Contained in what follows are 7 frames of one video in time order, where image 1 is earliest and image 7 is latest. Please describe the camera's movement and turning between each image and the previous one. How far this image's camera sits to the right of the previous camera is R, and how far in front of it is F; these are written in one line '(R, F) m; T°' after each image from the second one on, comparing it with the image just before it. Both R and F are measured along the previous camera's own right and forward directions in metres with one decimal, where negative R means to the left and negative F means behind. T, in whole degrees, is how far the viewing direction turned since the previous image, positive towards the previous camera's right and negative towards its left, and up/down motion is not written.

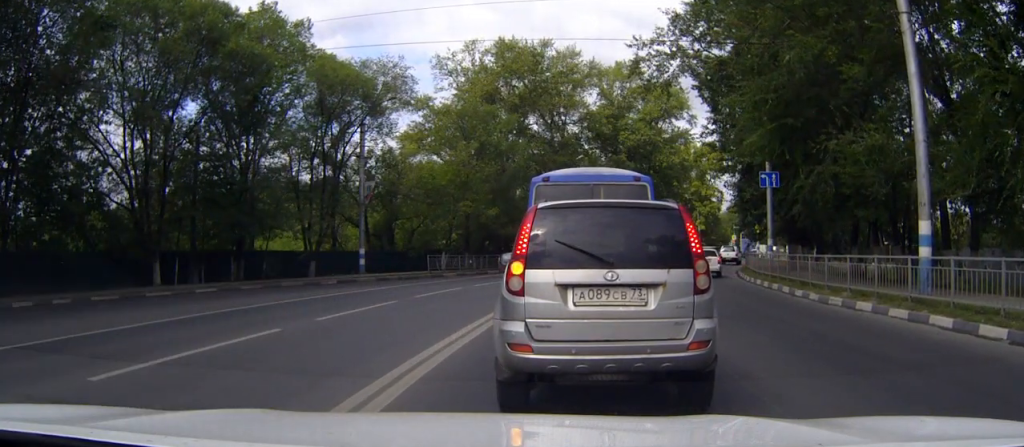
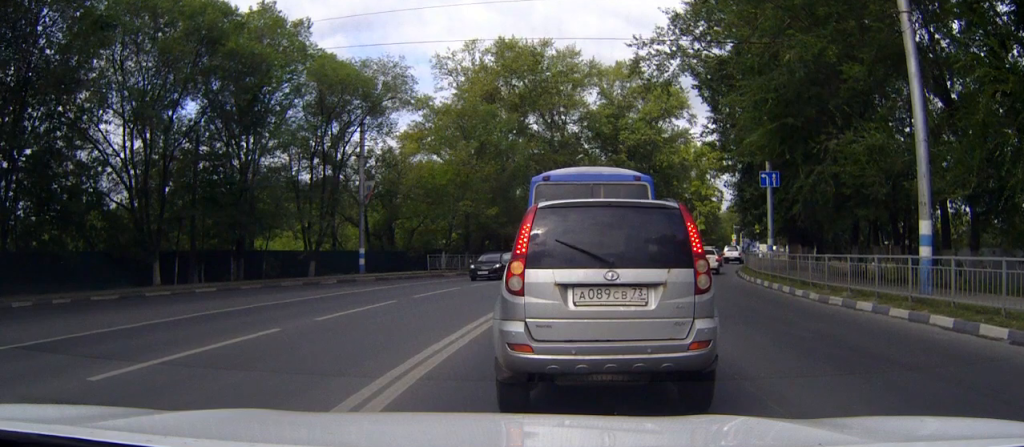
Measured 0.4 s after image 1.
(0.0, +0.1) m; 0°
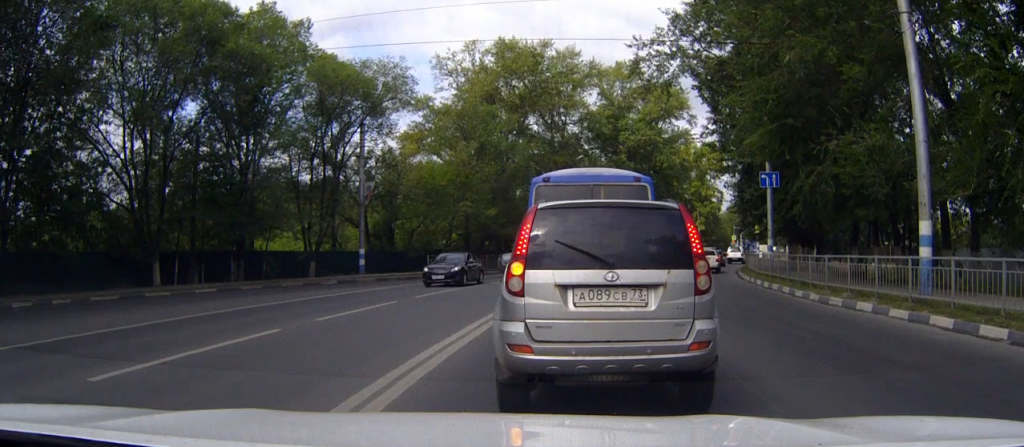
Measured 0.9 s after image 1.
(0.0, 0.0) m; 0°
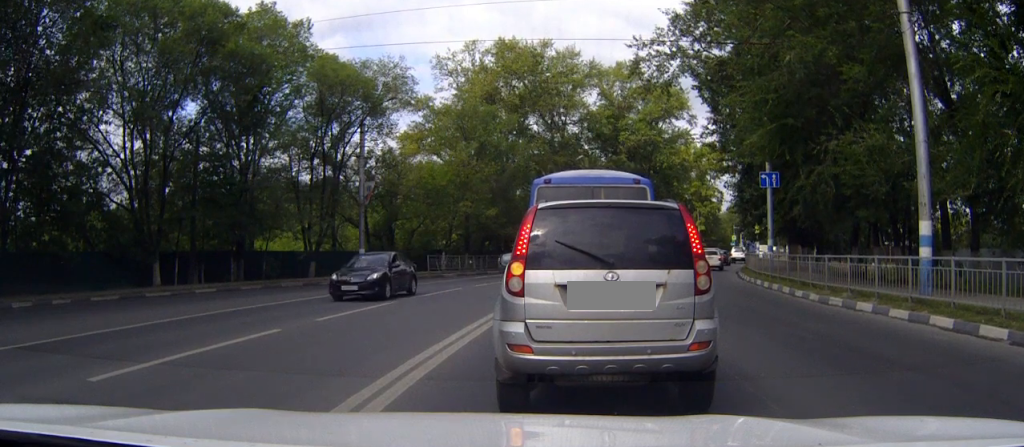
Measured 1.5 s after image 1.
(0.0, 0.0) m; 0°
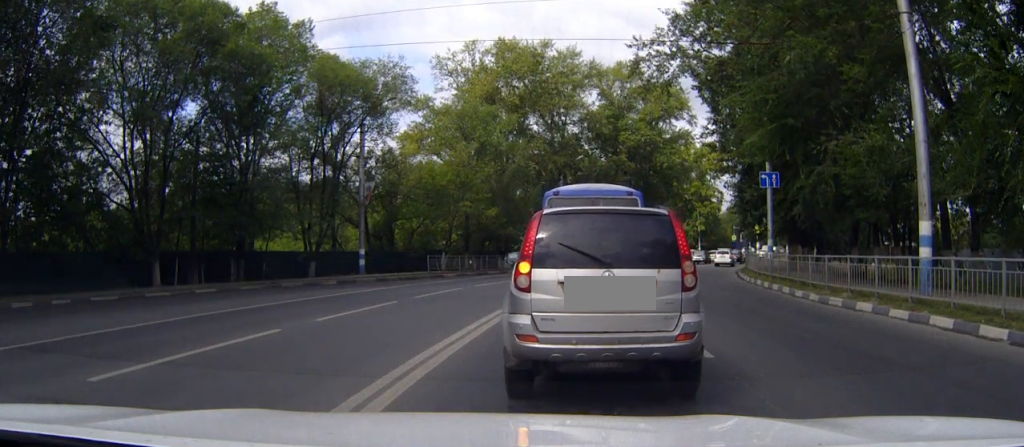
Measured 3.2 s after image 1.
(-0.1, +0.2) m; 0°
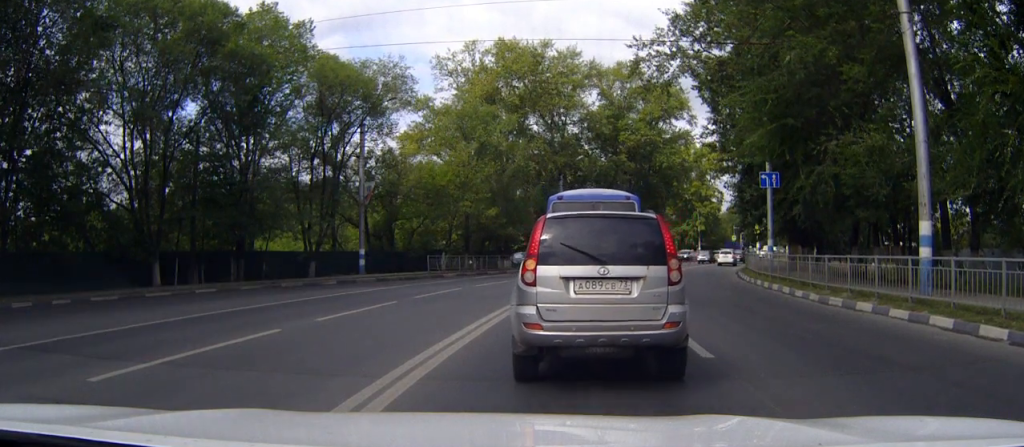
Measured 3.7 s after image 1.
(0.0, 0.0) m; 0°
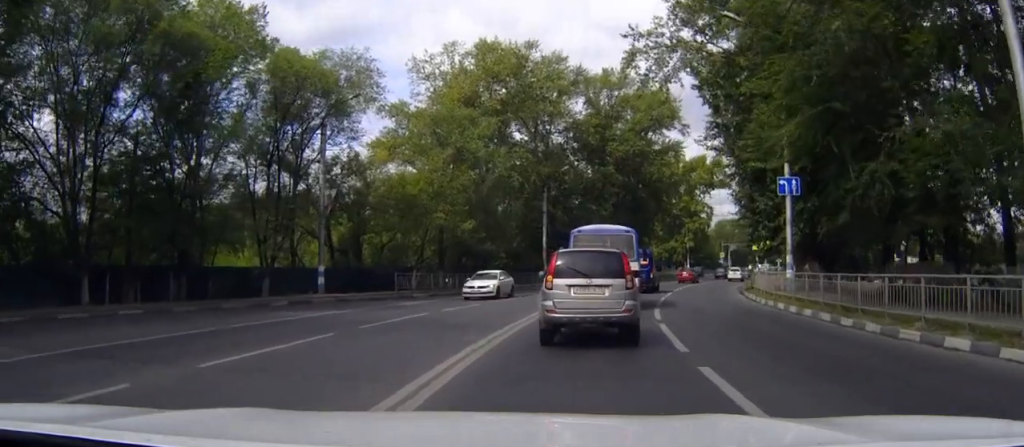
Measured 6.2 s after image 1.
(-0.1, +1.8) m; -1°
